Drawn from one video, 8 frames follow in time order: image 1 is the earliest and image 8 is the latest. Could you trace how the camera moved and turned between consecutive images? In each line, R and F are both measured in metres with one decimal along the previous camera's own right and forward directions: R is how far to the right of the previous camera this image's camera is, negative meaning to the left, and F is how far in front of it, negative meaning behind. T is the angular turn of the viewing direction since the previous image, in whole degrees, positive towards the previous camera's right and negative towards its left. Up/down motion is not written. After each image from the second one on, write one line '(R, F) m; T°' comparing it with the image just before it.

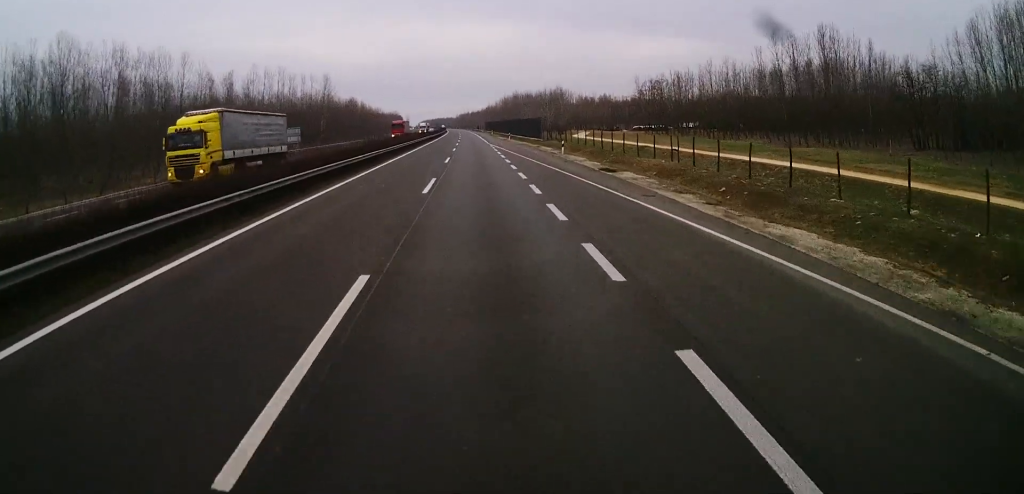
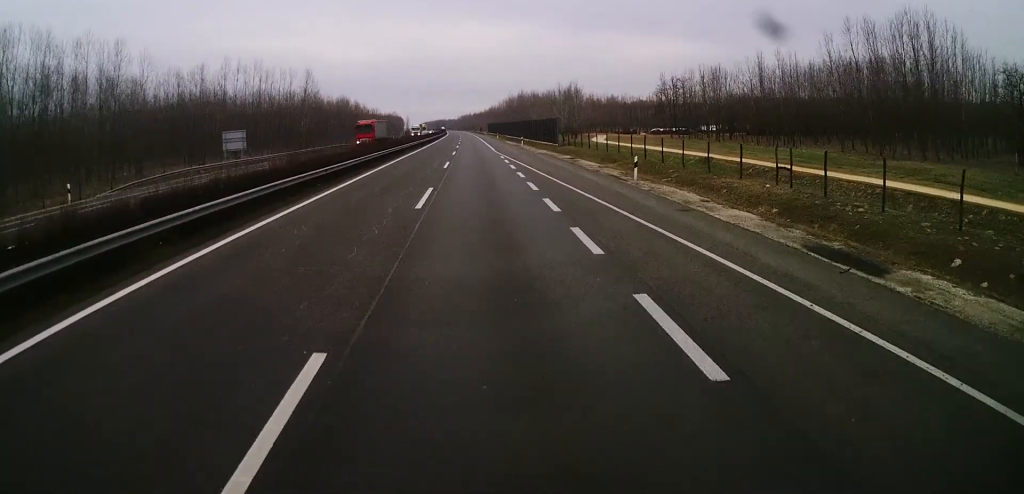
(-0.2, +21.5) m; 0°
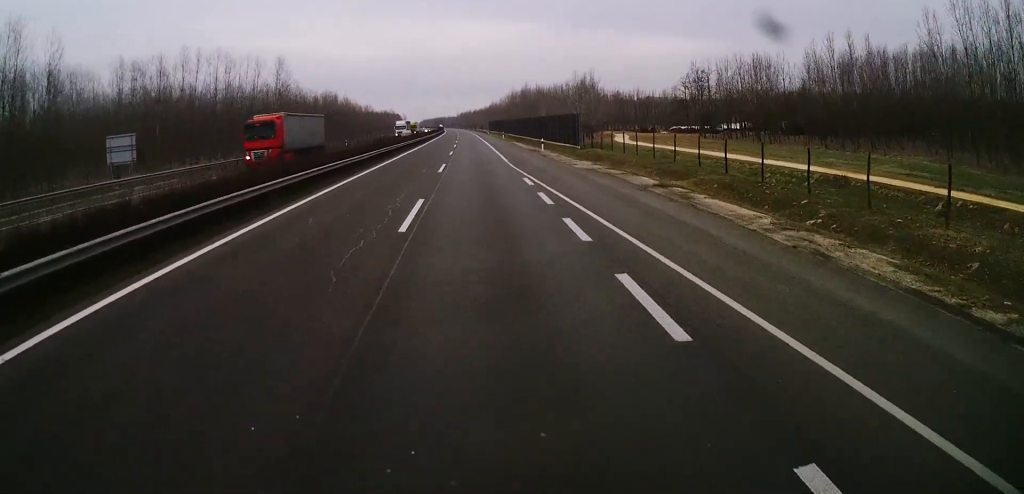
(+0.3, +22.2) m; +1°
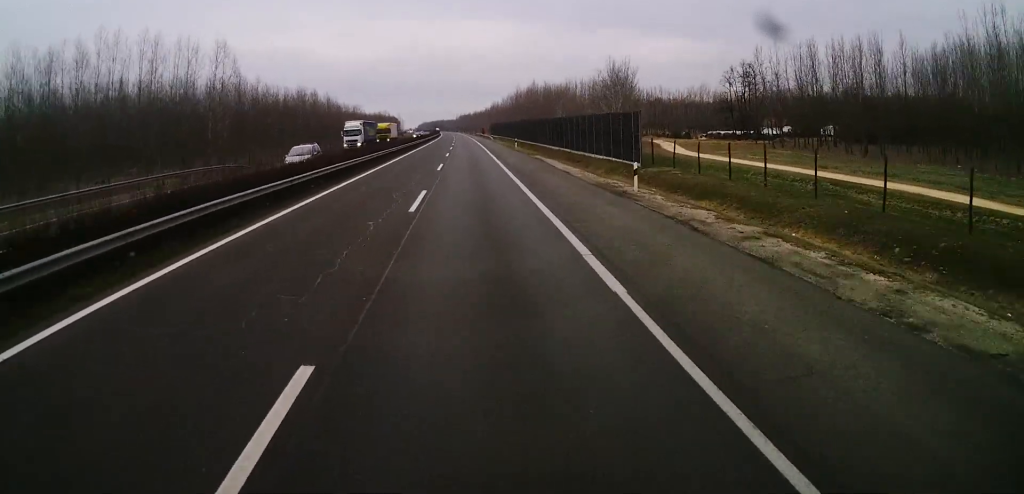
(-0.4, +31.5) m; -1°
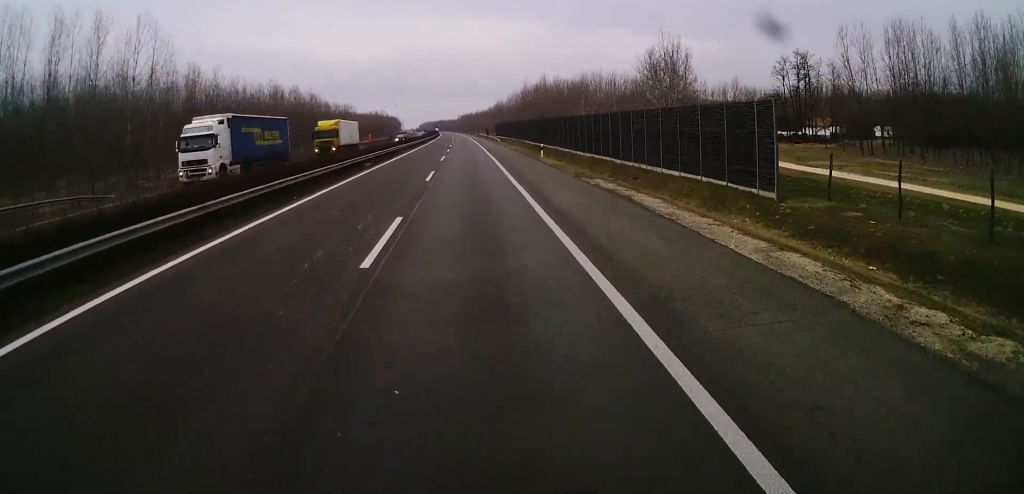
(+0.1, +25.3) m; 0°
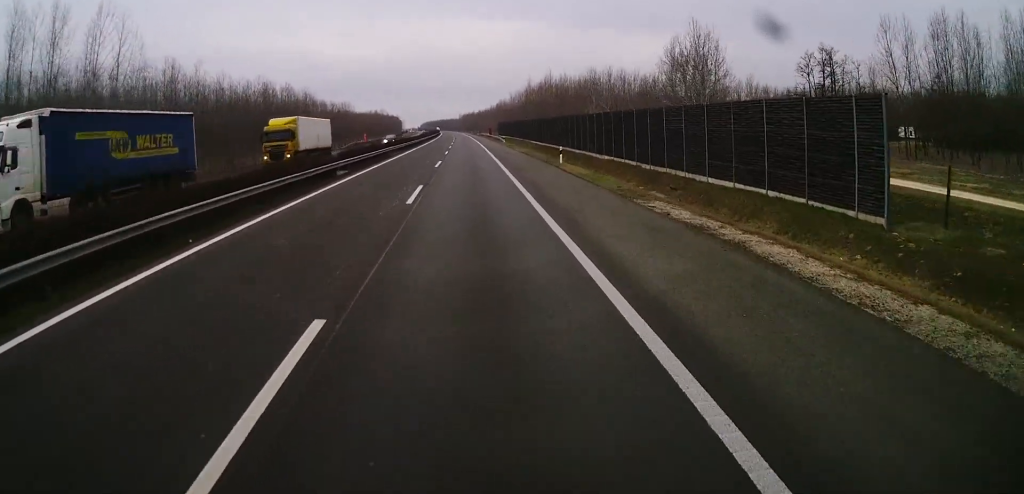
(0.0, +9.2) m; 0°
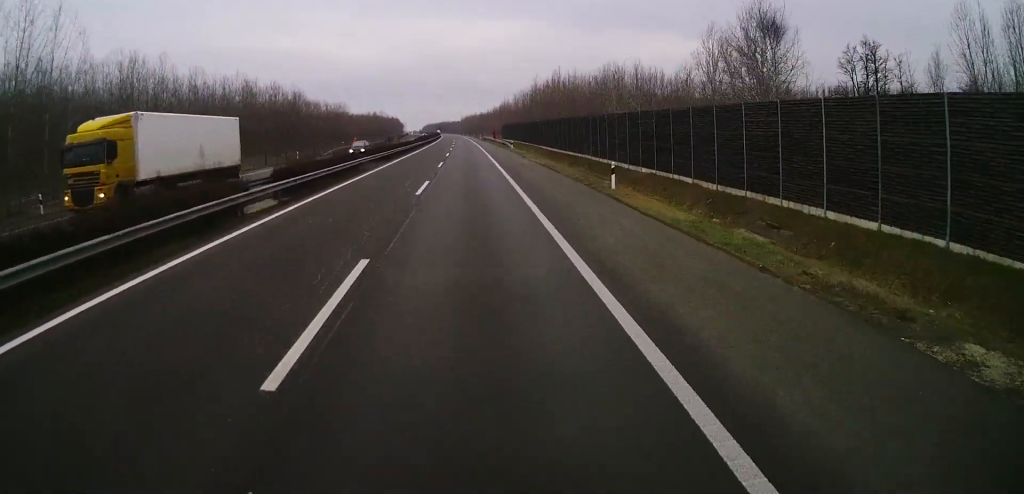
(-0.2, +13.8) m; 0°
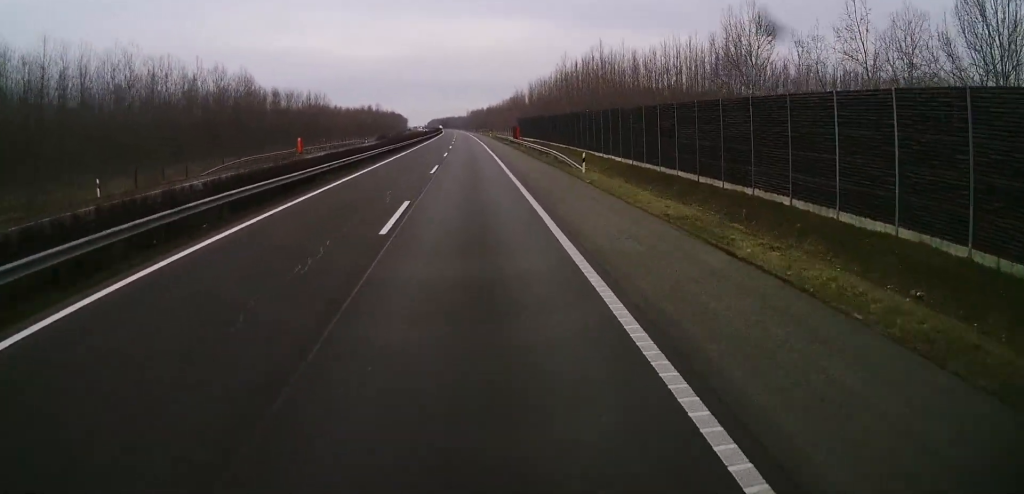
(0.0, +45.1) m; 0°
